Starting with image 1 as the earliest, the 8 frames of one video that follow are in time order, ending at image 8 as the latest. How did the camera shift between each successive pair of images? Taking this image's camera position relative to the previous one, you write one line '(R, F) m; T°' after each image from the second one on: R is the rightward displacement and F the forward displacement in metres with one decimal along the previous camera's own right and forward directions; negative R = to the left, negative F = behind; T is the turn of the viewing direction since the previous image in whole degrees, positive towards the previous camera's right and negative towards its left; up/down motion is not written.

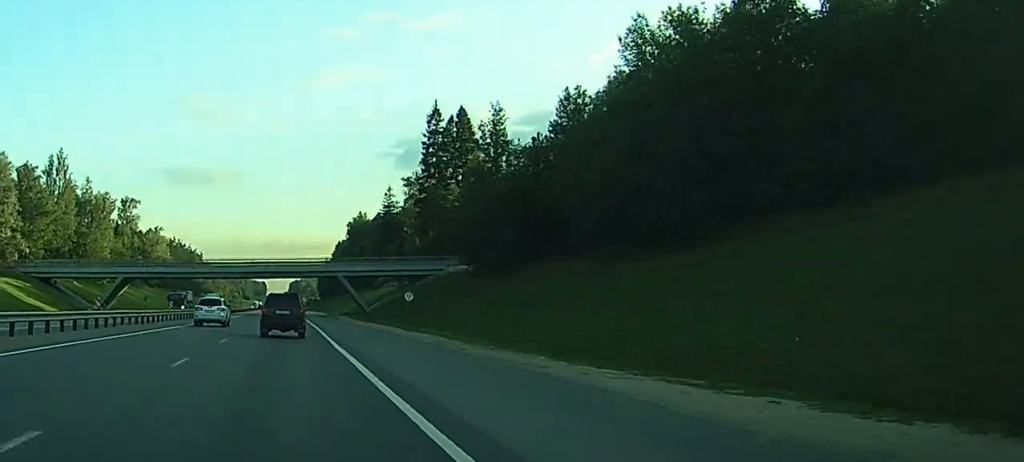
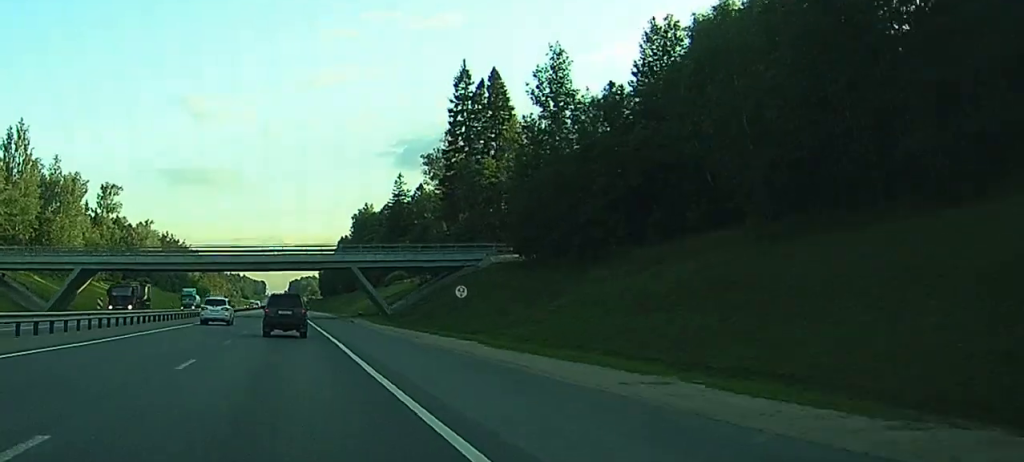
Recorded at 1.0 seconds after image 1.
(+0.2, +24.0) m; 0°
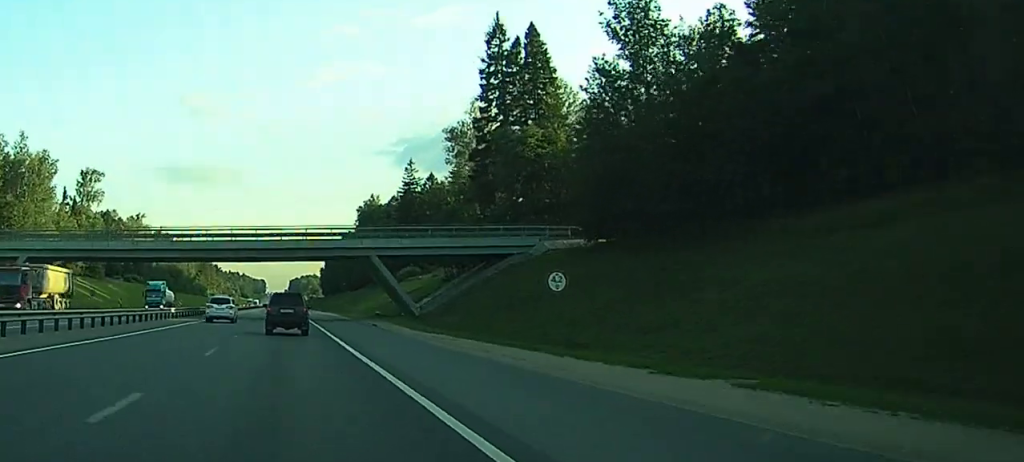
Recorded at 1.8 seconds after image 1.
(-0.2, +19.9) m; 0°
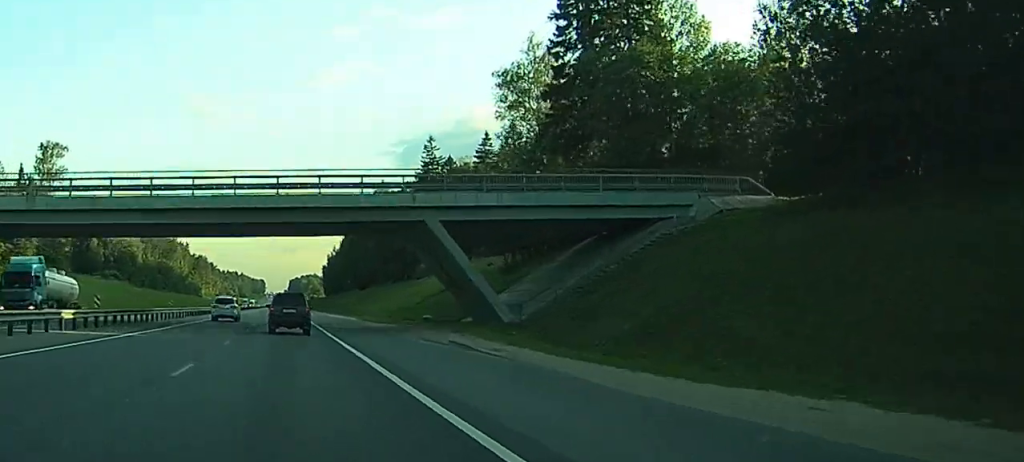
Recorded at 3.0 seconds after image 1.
(+0.2, +29.9) m; +1°
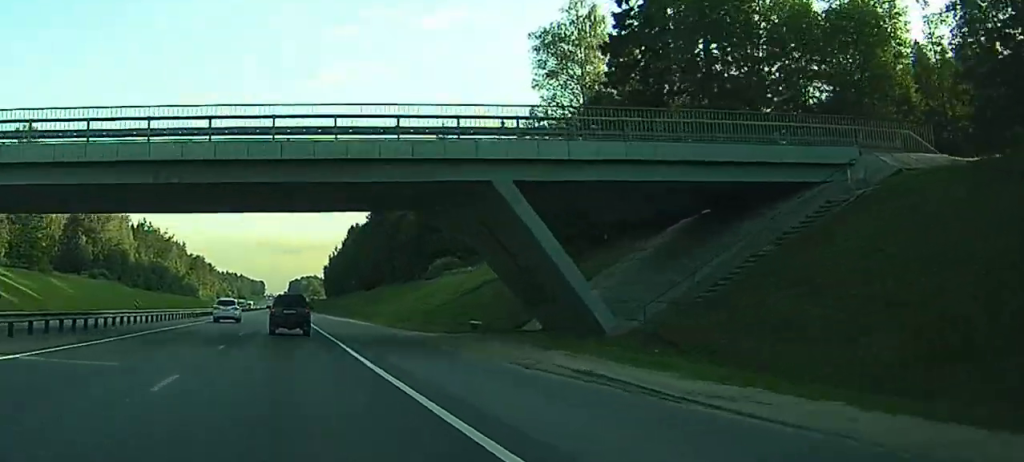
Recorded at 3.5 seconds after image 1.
(0.0, +14.2) m; 0°
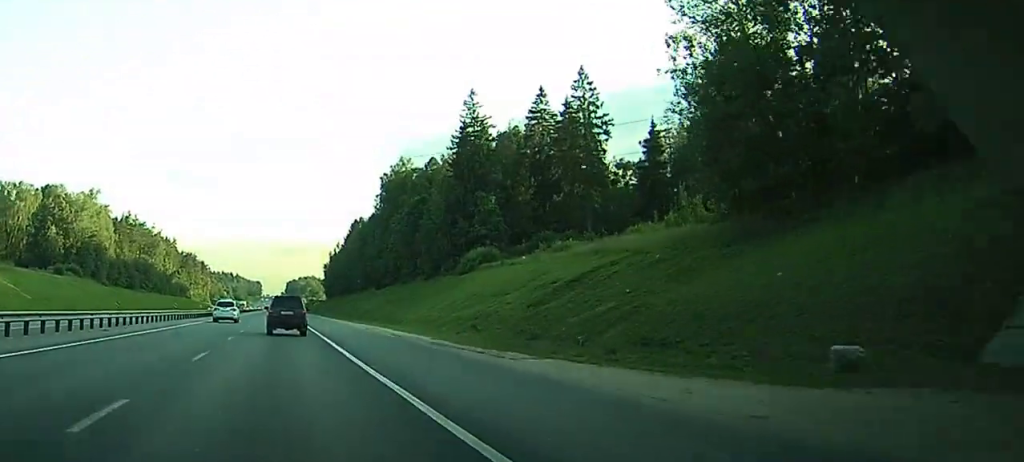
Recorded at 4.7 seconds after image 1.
(-0.2, +28.4) m; -1°
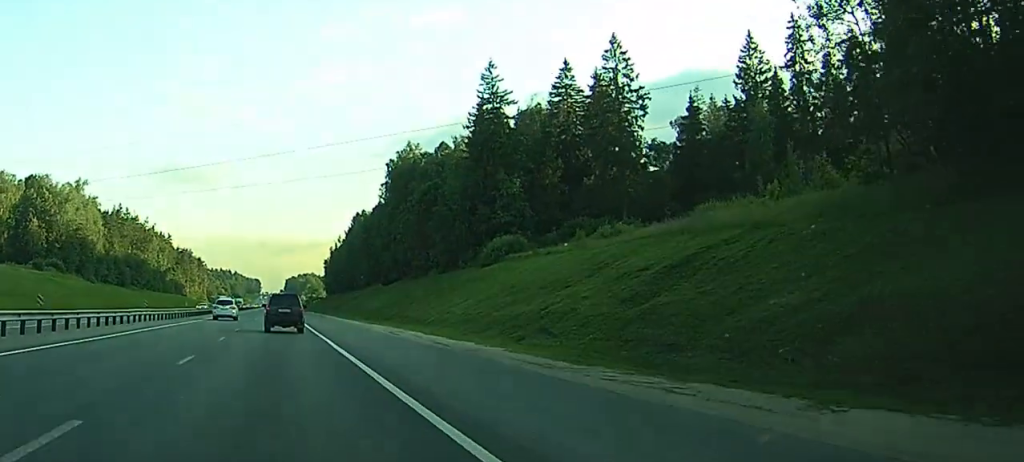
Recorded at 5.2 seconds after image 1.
(-0.1, +14.2) m; 0°
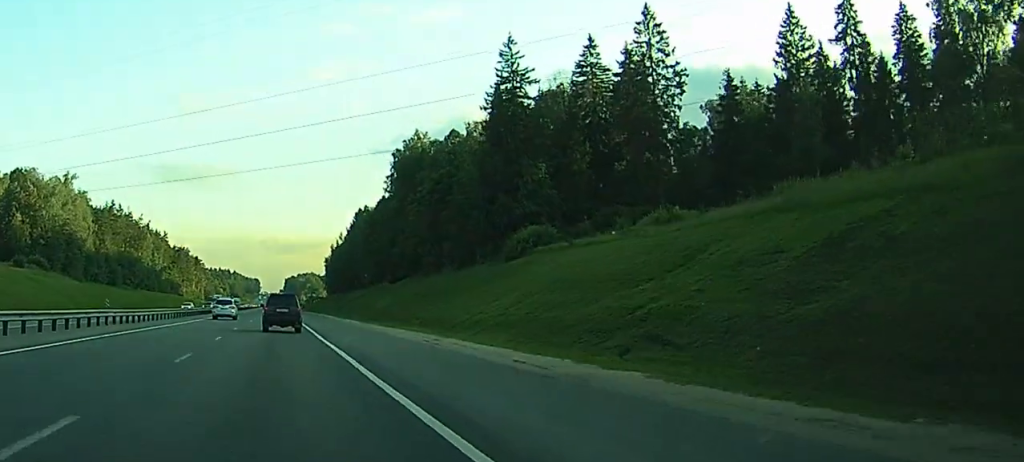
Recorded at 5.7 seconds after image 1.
(0.0, +11.8) m; 0°
